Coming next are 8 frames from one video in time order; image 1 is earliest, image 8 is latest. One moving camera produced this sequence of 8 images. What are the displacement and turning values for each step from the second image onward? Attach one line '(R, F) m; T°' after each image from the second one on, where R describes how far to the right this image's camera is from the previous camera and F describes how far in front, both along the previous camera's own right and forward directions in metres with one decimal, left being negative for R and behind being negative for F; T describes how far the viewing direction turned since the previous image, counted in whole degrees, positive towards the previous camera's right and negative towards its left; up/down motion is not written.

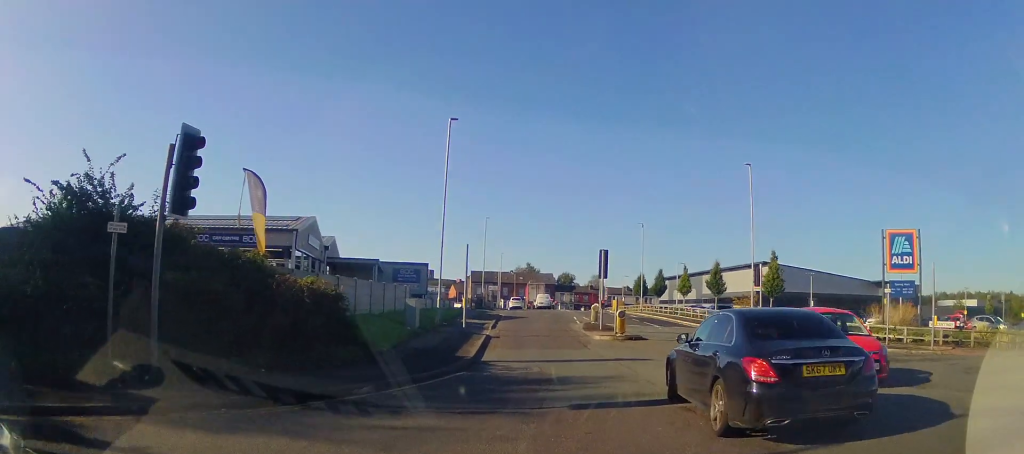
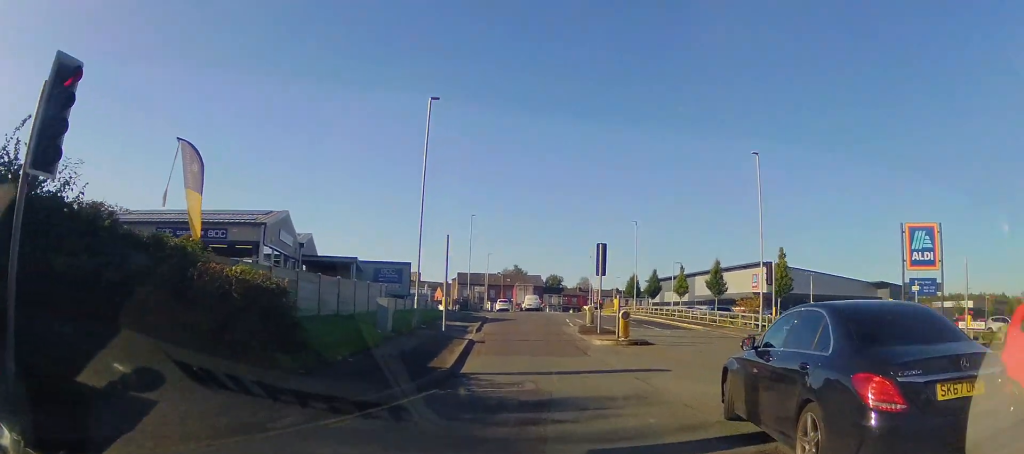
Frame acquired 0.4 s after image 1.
(0.0, +3.0) m; +1°
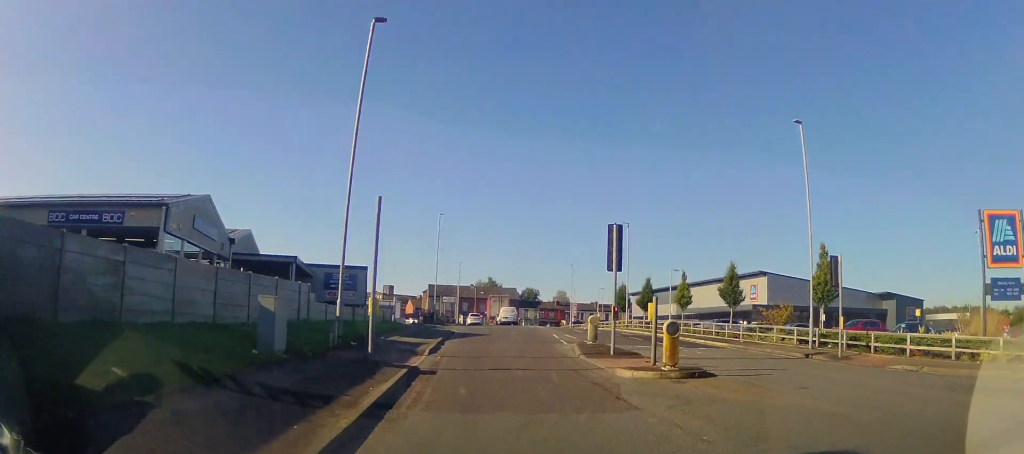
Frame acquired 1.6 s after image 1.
(+0.1, +8.0) m; +5°
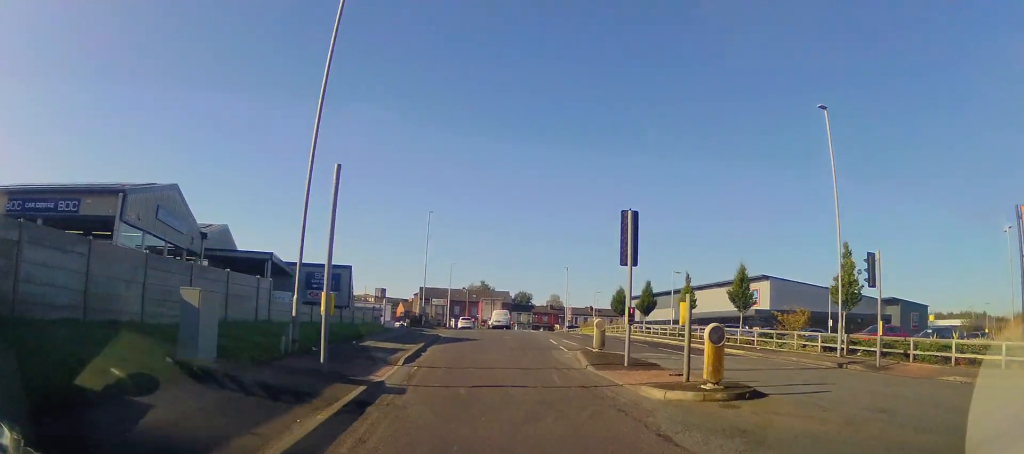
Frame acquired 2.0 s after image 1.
(+0.1, +2.9) m; +1°
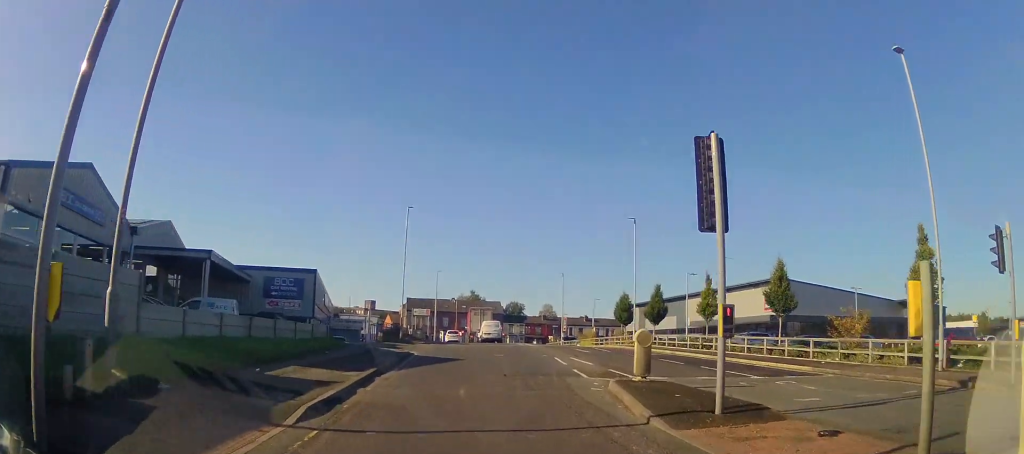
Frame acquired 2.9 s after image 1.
(+0.3, +6.4) m; 0°
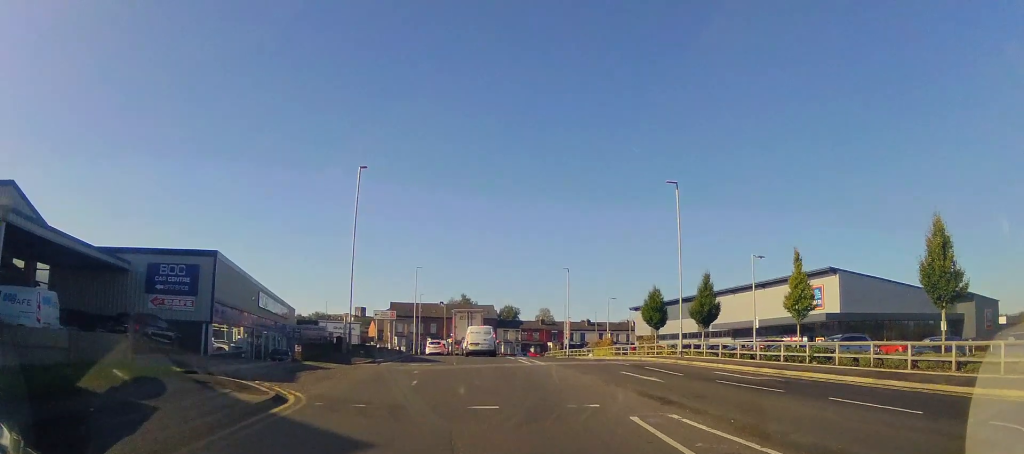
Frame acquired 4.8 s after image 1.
(-0.2, +13.4) m; -2°
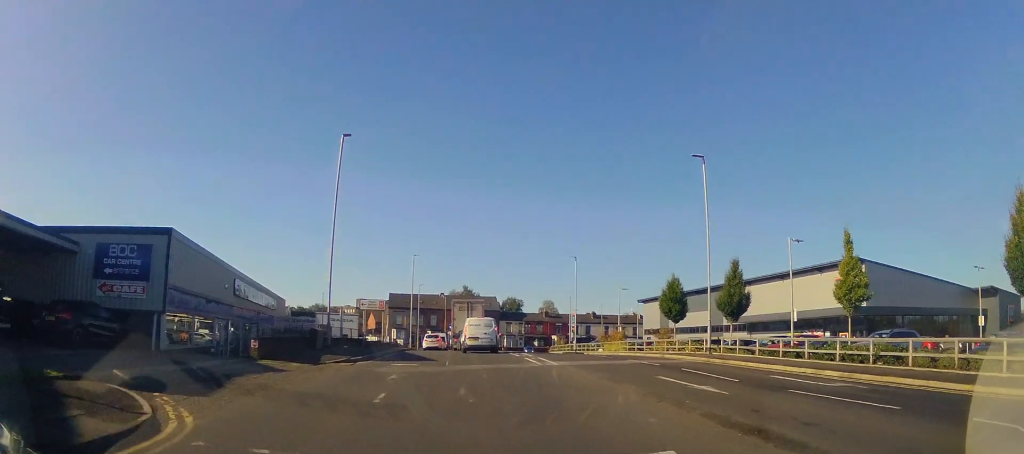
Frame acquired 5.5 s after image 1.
(-0.3, +4.3) m; -1°
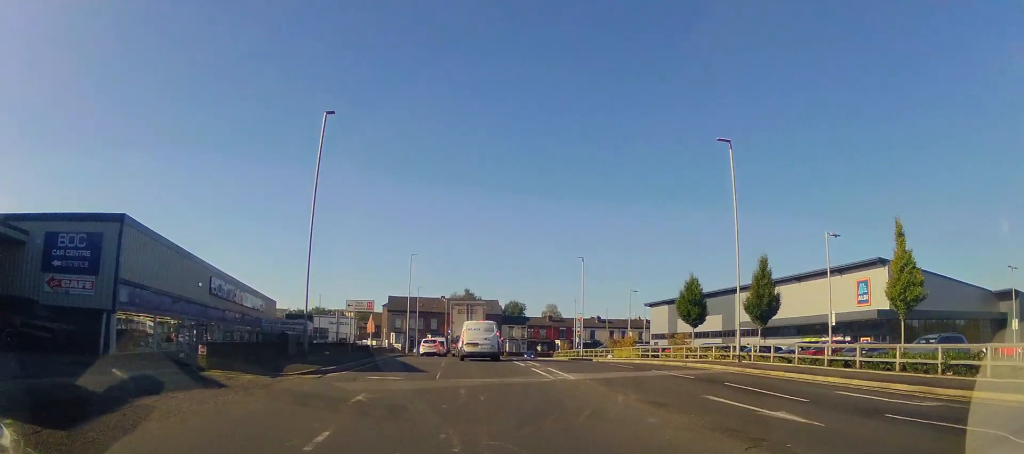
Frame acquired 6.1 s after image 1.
(+0.1, +3.5) m; +1°
